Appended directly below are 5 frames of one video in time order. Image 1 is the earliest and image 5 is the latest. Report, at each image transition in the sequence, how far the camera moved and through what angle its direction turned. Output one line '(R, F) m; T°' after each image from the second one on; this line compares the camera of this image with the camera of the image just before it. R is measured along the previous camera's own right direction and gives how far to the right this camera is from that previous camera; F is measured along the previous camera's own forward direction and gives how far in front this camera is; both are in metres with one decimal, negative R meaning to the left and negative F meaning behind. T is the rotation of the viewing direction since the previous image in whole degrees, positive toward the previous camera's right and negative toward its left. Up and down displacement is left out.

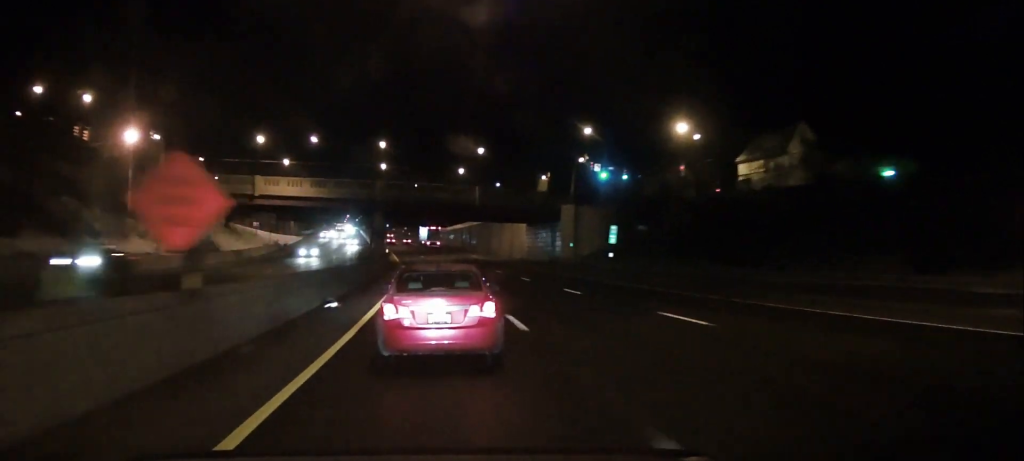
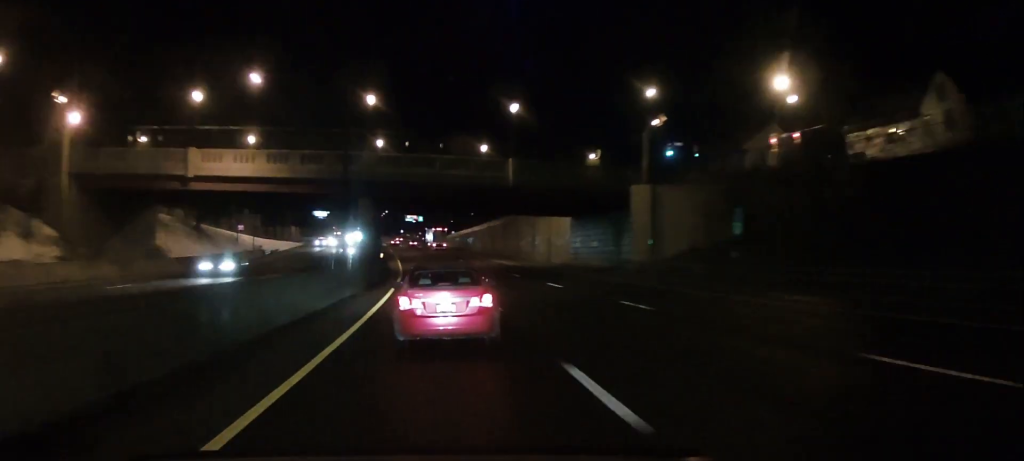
(-0.3, +20.3) m; -1°
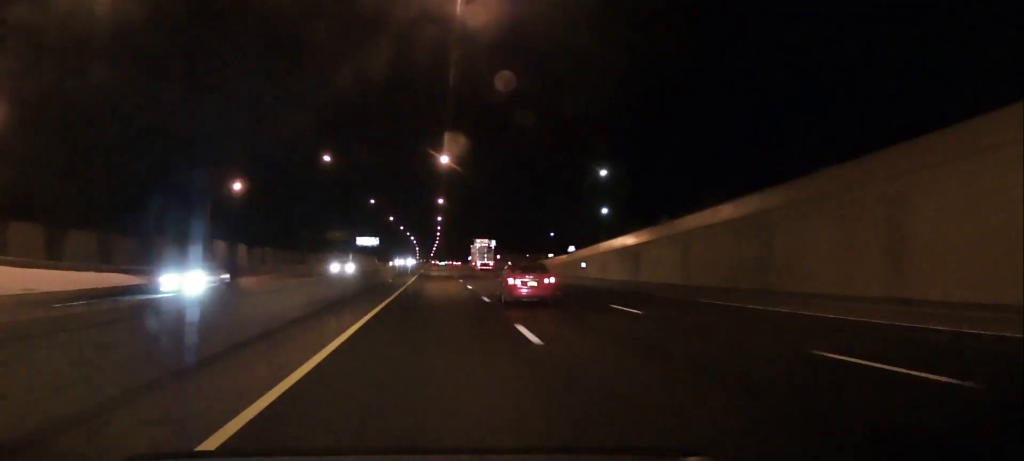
(-4.6, +105.0) m; -6°
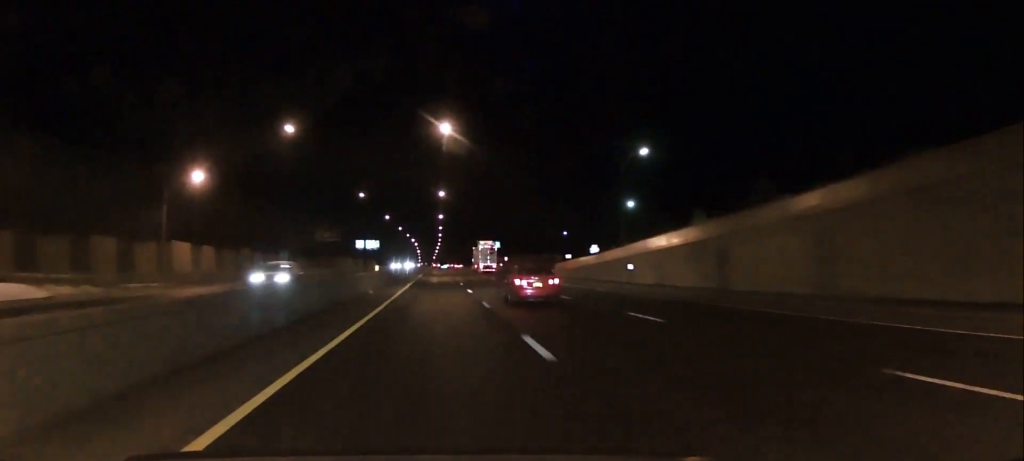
(-0.2, +14.2) m; 0°
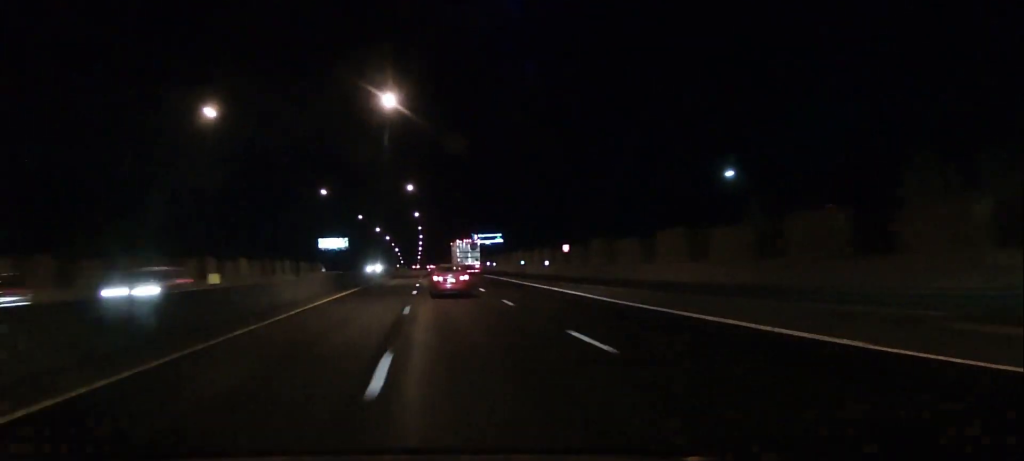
(+0.6, +88.6) m; 0°
